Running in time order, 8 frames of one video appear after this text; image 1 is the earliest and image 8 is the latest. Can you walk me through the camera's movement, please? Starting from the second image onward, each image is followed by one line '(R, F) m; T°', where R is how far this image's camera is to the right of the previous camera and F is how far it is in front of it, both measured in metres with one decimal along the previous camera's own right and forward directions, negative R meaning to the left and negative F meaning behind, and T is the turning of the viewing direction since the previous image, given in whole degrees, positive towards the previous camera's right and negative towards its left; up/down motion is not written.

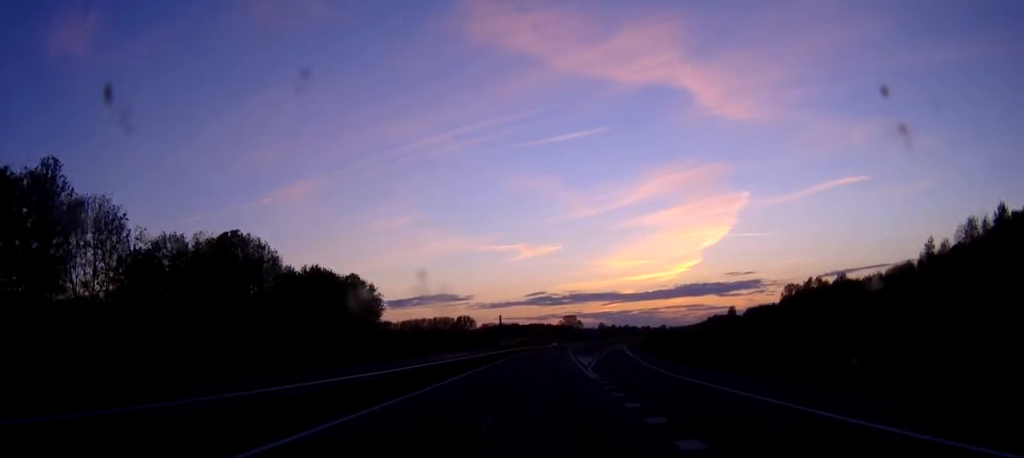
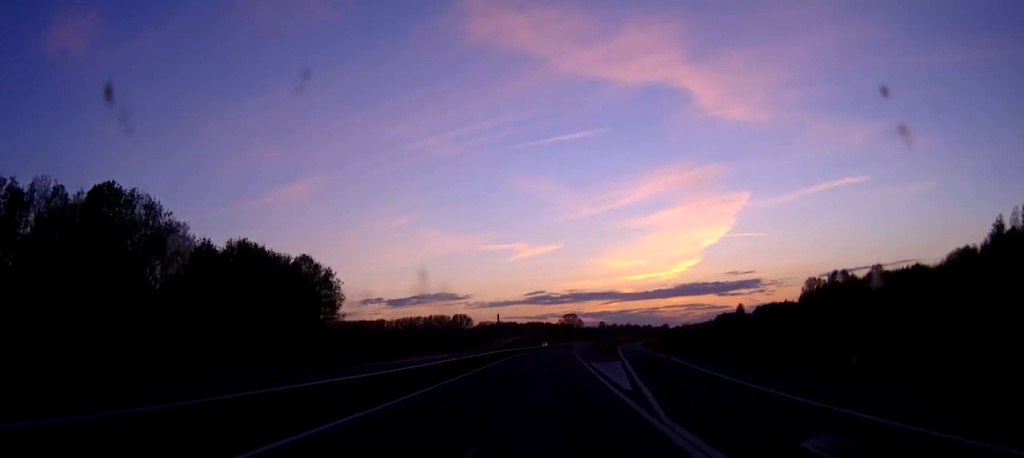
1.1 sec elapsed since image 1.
(+0.5, +28.5) m; 0°
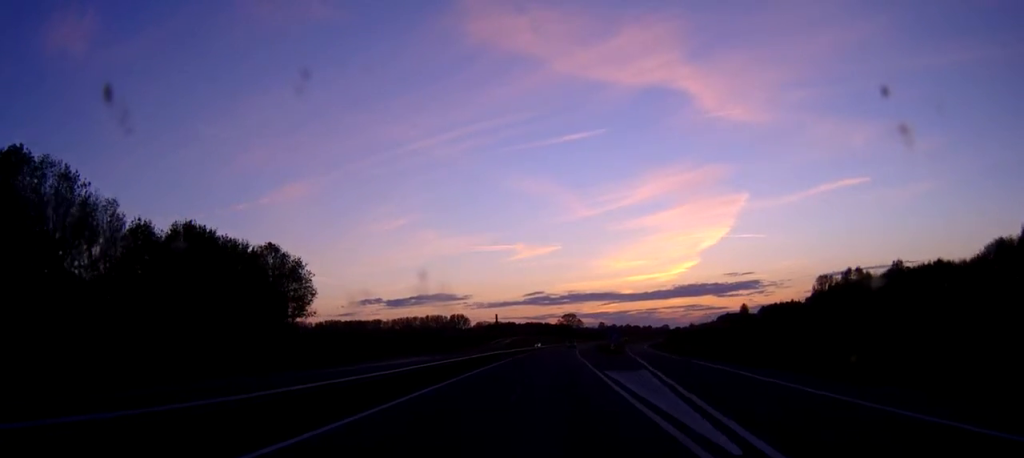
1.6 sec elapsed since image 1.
(-0.2, +14.2) m; 0°
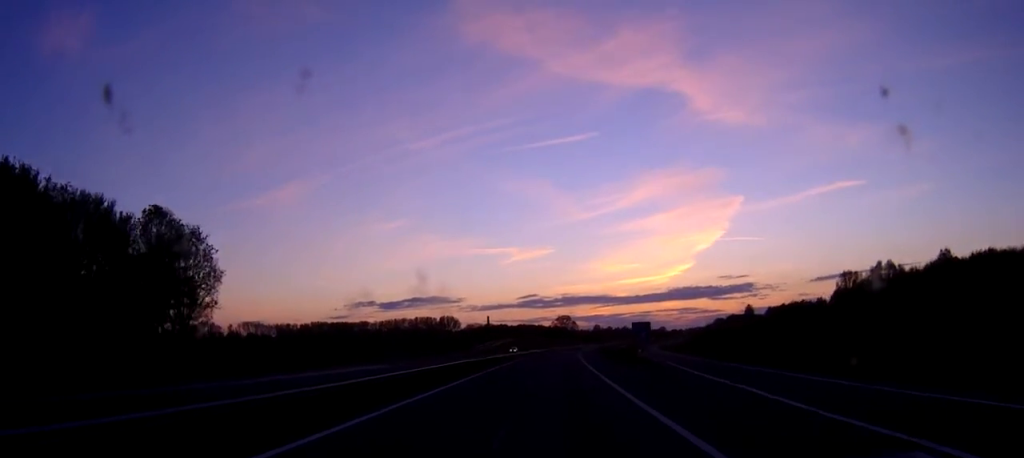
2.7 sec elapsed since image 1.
(+0.1, +30.2) m; 0°
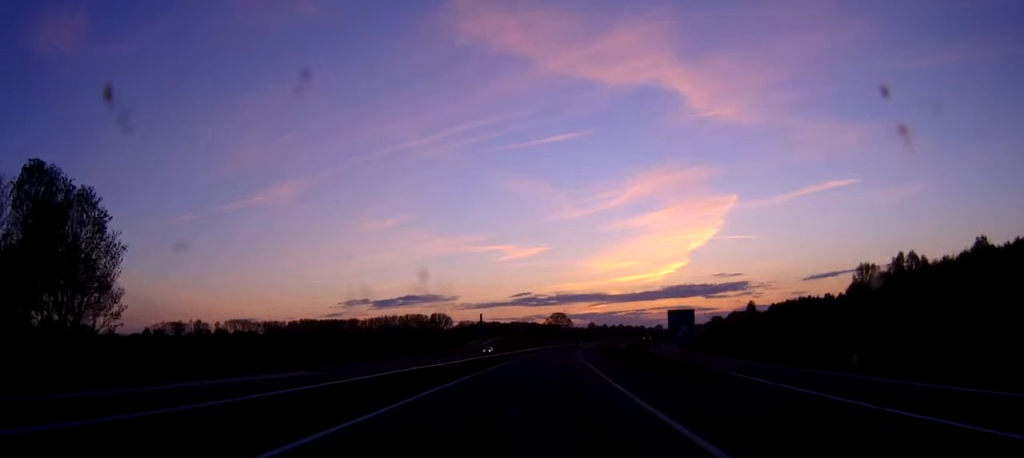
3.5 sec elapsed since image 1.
(+0.1, +19.6) m; 0°
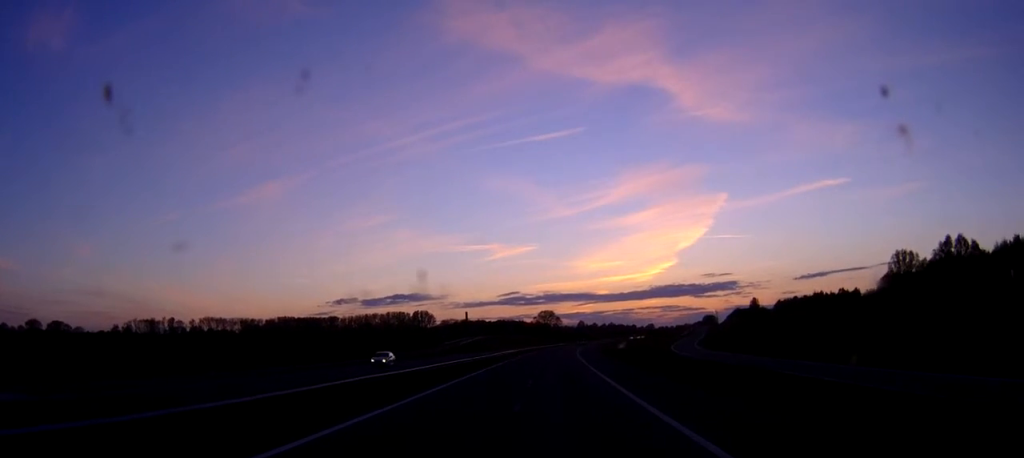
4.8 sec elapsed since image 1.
(0.0, +34.8) m; +1°
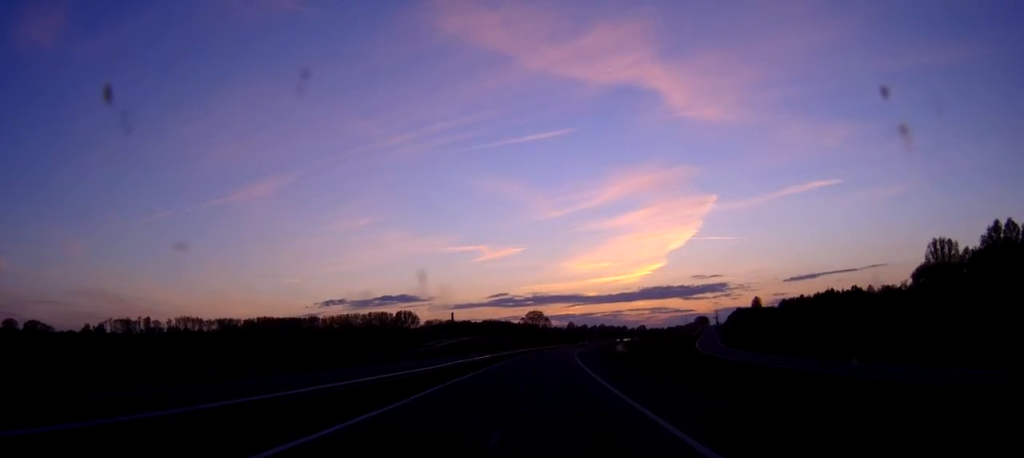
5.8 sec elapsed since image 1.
(+0.4, +28.6) m; +2°
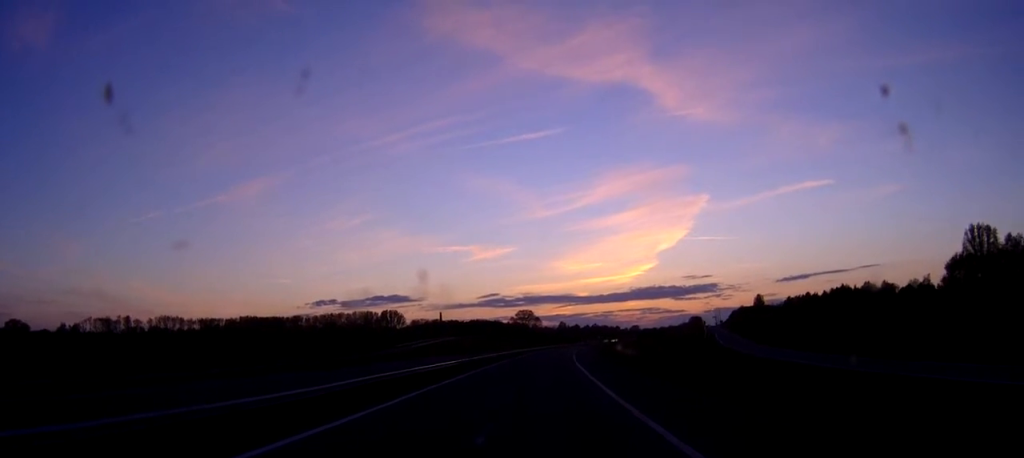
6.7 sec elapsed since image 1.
(+0.4, +23.4) m; +1°
